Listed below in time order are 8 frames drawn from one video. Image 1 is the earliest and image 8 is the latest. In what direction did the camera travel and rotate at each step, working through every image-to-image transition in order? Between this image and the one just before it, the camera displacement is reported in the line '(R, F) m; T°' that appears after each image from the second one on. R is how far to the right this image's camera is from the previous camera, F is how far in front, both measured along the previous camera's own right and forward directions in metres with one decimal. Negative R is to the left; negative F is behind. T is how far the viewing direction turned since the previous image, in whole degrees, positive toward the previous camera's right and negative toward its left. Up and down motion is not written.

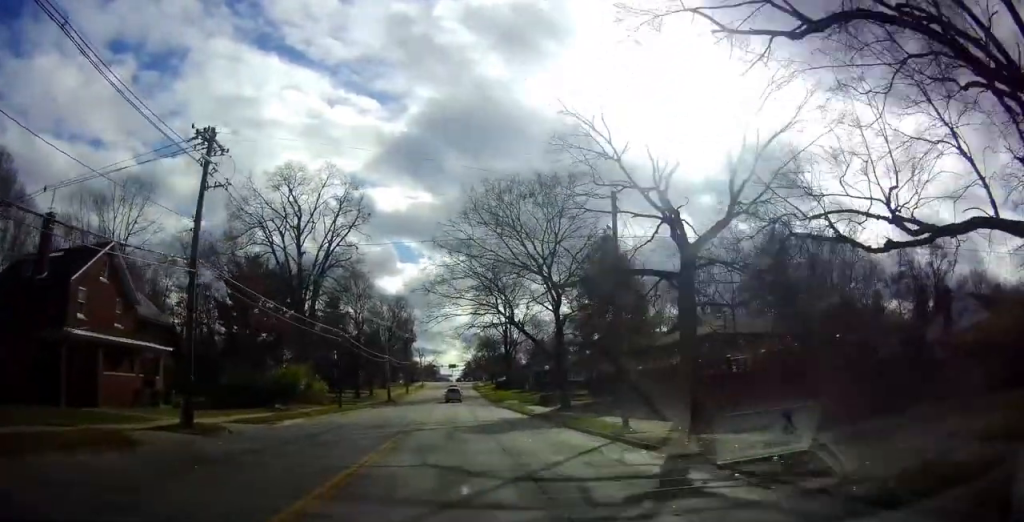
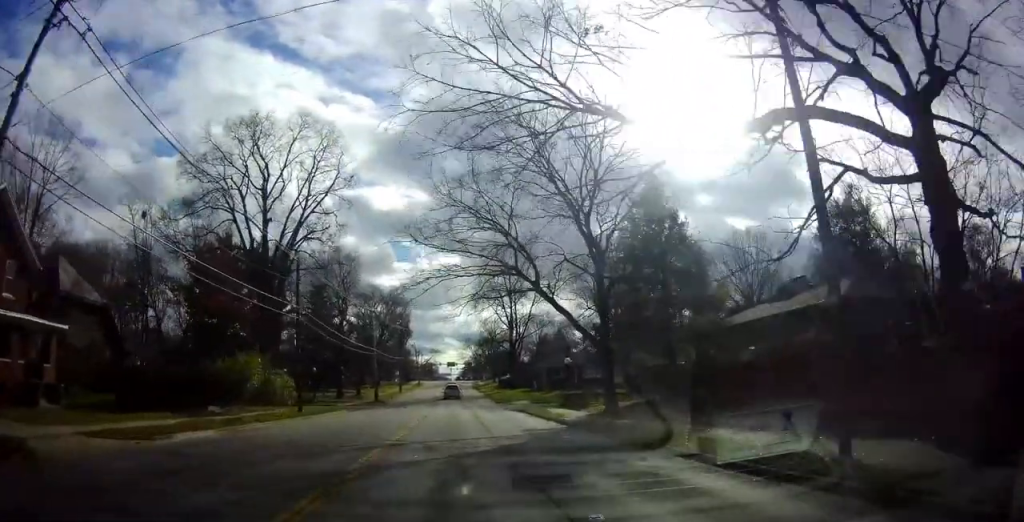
(+0.3, +11.4) m; +2°
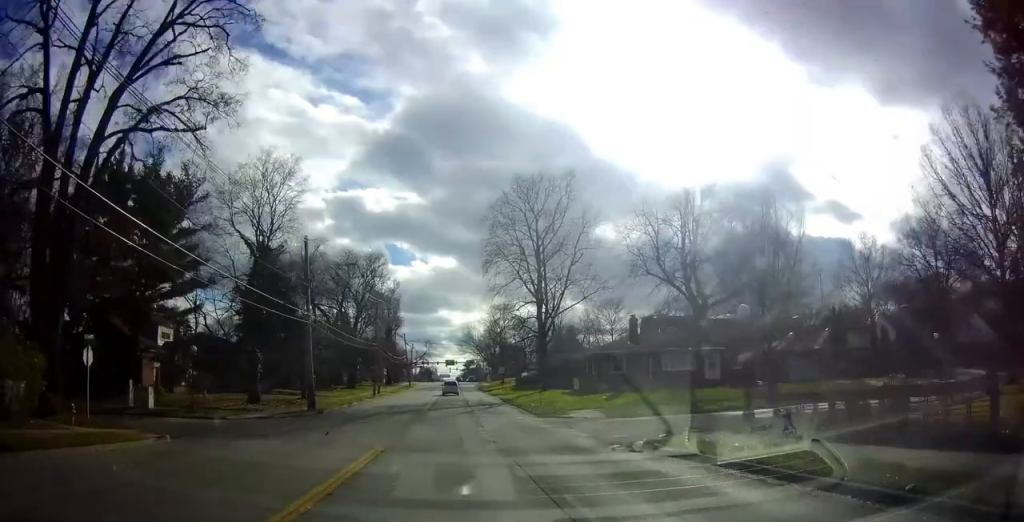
(+0.7, +29.4) m; +1°
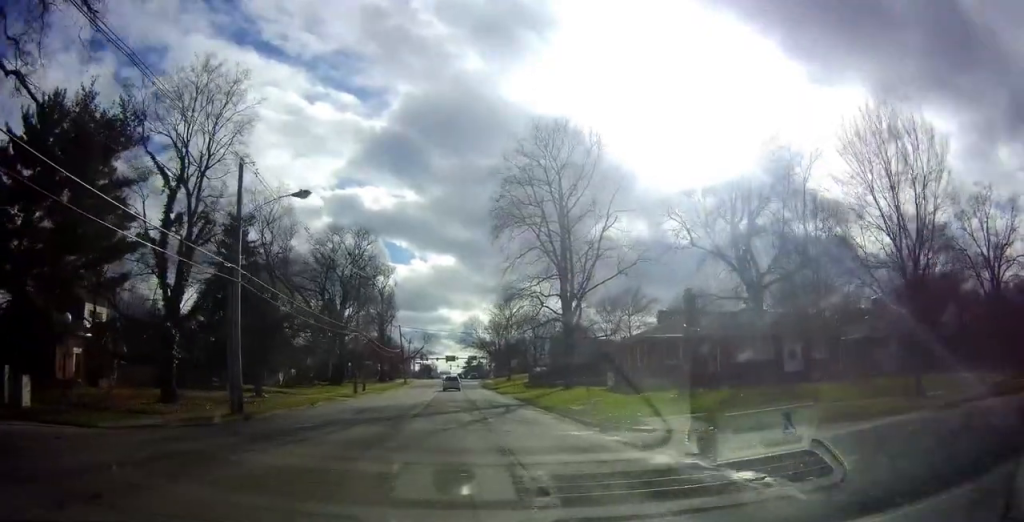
(0.0, +12.6) m; 0°
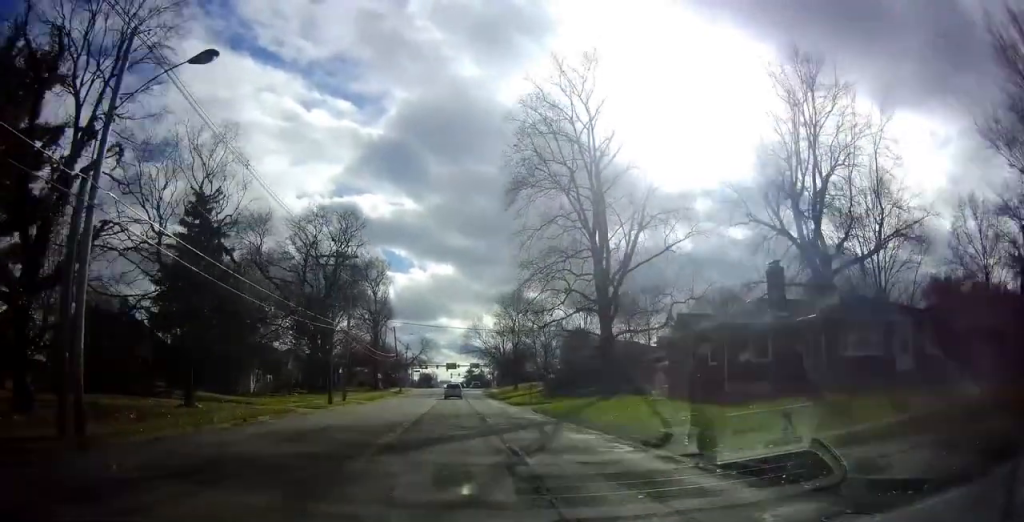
(-0.1, +11.7) m; 0°
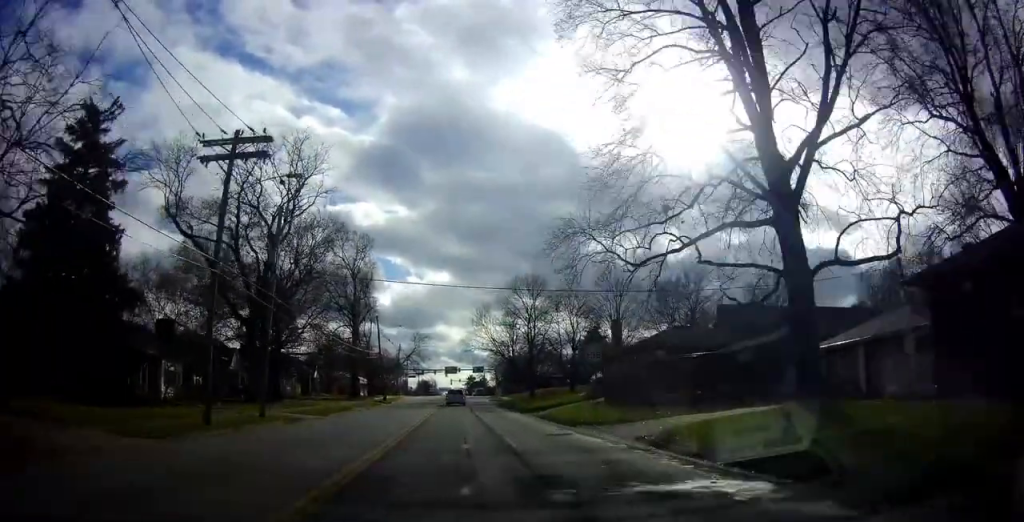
(0.0, +21.6) m; 0°
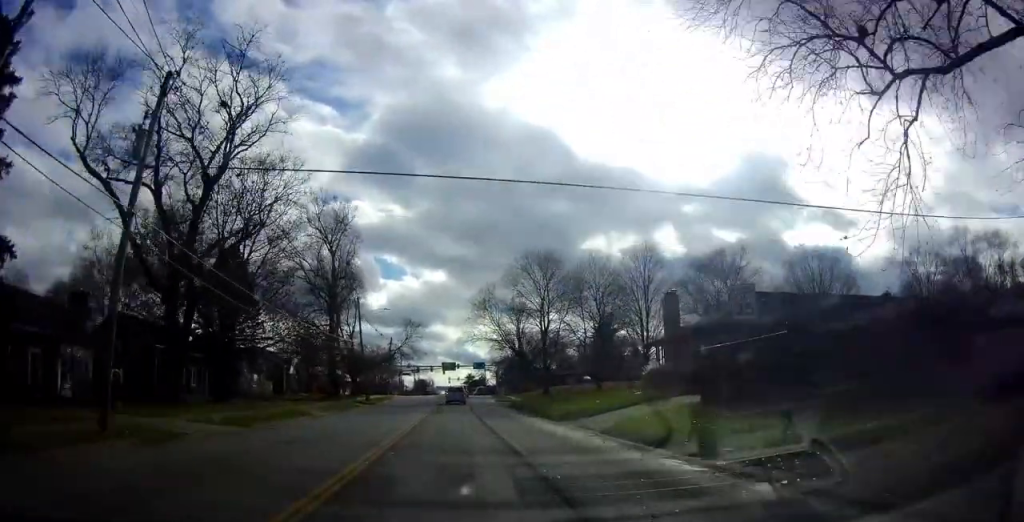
(0.0, +14.8) m; 0°
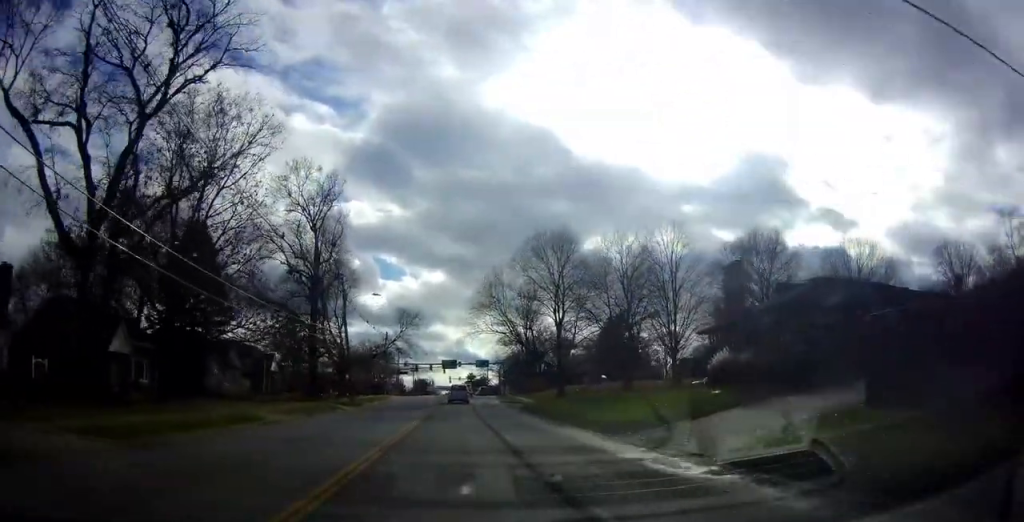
(0.0, +9.7) m; 0°
